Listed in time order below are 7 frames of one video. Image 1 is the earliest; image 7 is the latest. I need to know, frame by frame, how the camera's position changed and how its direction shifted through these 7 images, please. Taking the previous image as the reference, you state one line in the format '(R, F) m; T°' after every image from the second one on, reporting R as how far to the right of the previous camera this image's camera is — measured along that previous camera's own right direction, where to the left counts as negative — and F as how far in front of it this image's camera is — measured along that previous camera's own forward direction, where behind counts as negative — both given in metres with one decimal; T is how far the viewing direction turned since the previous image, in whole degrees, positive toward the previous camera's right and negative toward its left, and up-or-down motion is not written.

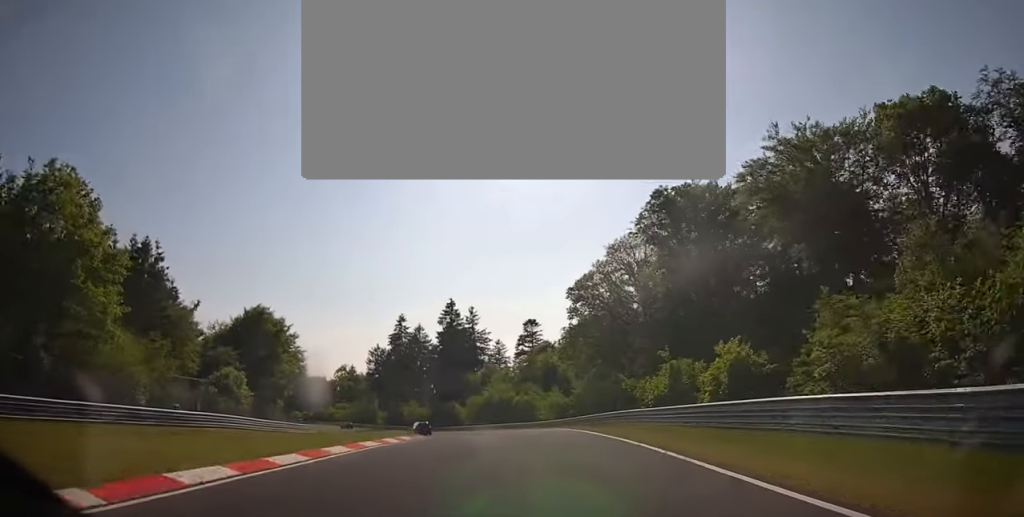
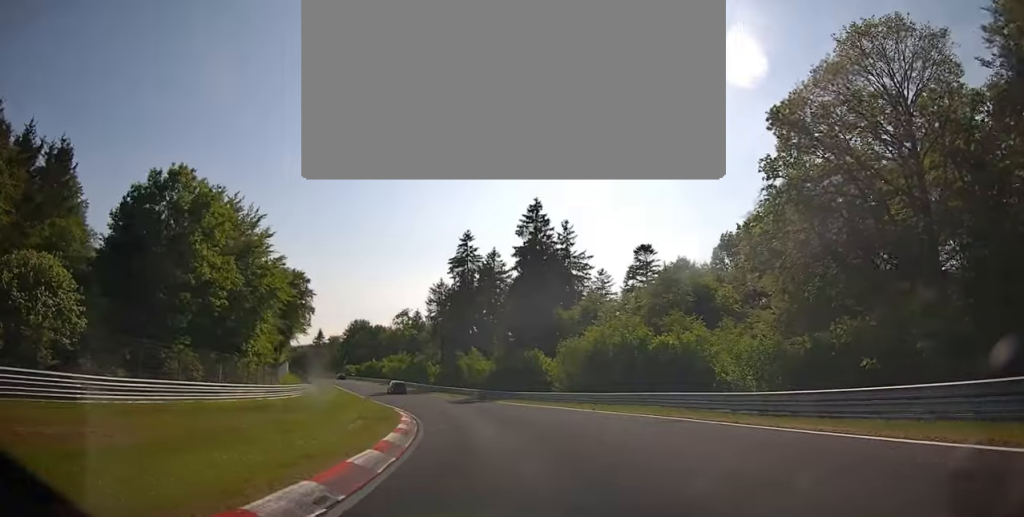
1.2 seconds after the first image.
(-3.0, +36.9) m; -10°
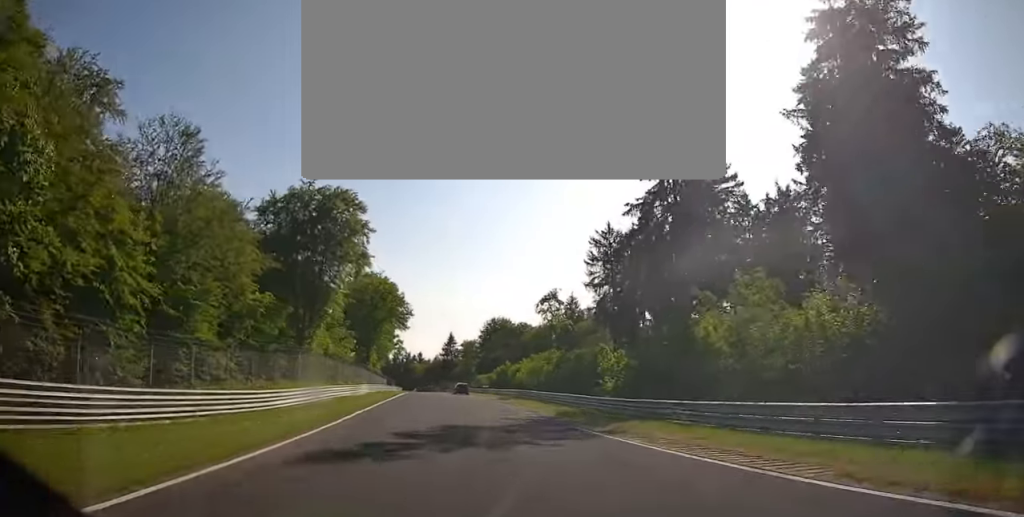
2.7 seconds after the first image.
(-5.6, +48.3) m; -13°
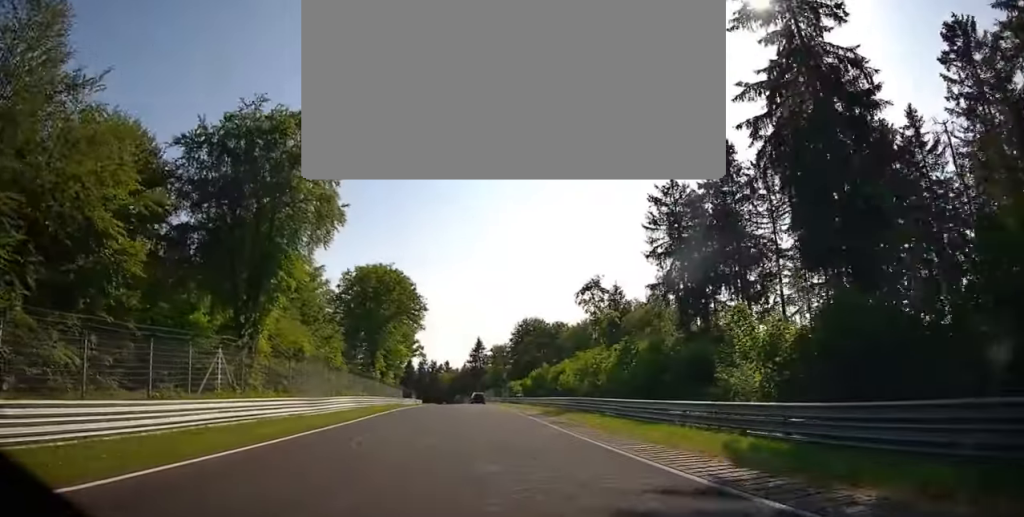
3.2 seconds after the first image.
(-1.2, +18.3) m; -3°
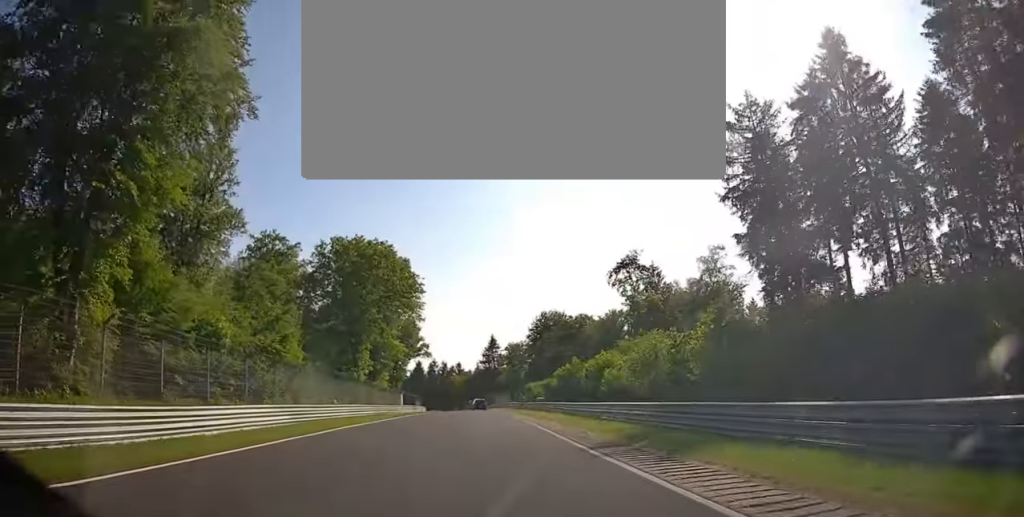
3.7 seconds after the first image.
(-0.3, +17.2) m; -3°
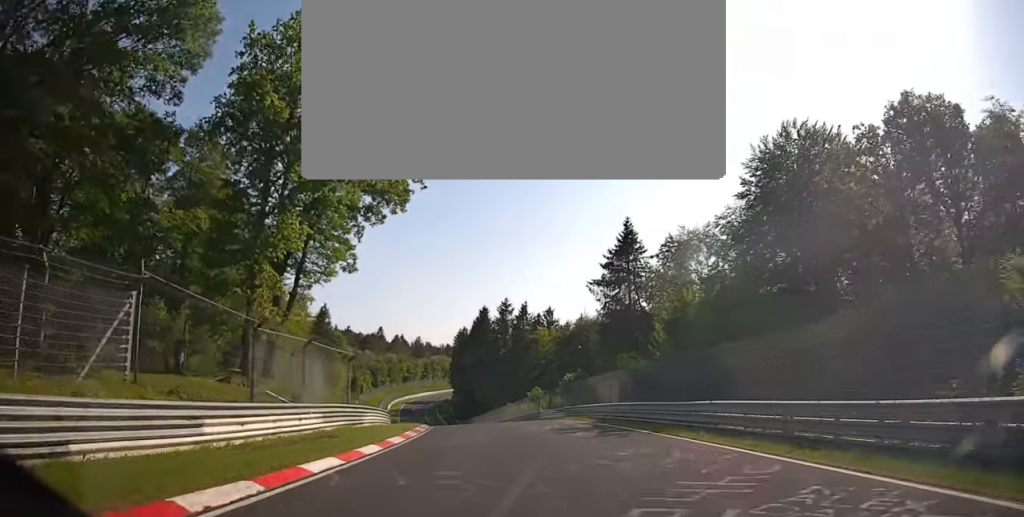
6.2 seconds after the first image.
(-8.1, +93.5) m; -12°
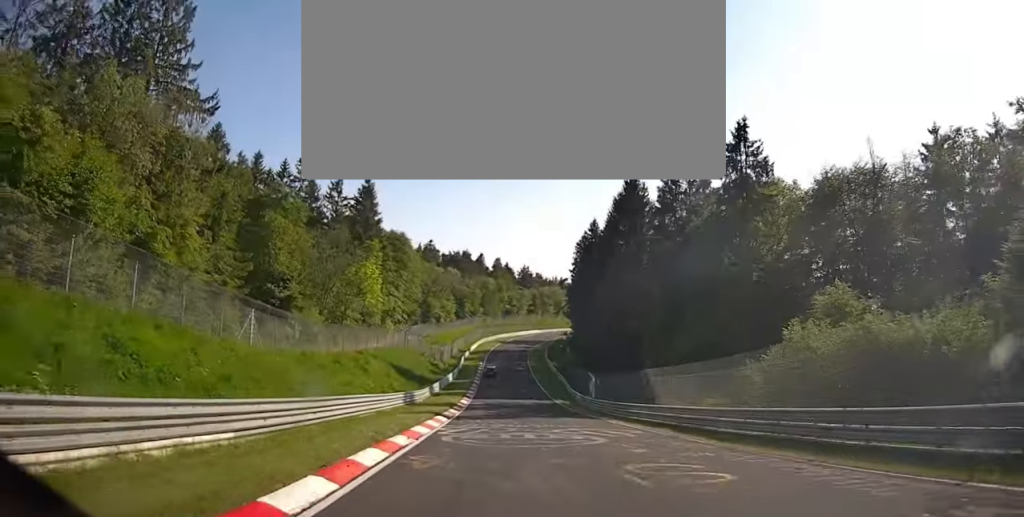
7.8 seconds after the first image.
(-5.3, +61.1) m; -8°
